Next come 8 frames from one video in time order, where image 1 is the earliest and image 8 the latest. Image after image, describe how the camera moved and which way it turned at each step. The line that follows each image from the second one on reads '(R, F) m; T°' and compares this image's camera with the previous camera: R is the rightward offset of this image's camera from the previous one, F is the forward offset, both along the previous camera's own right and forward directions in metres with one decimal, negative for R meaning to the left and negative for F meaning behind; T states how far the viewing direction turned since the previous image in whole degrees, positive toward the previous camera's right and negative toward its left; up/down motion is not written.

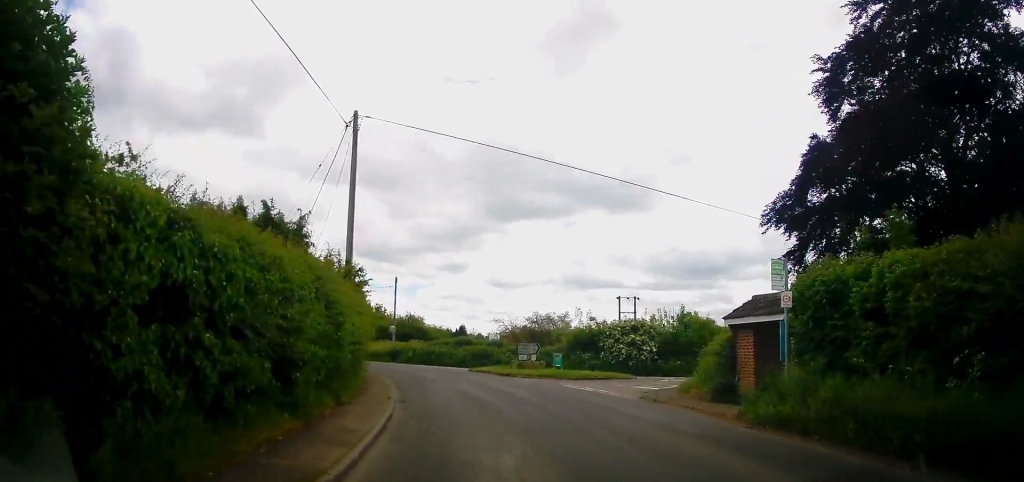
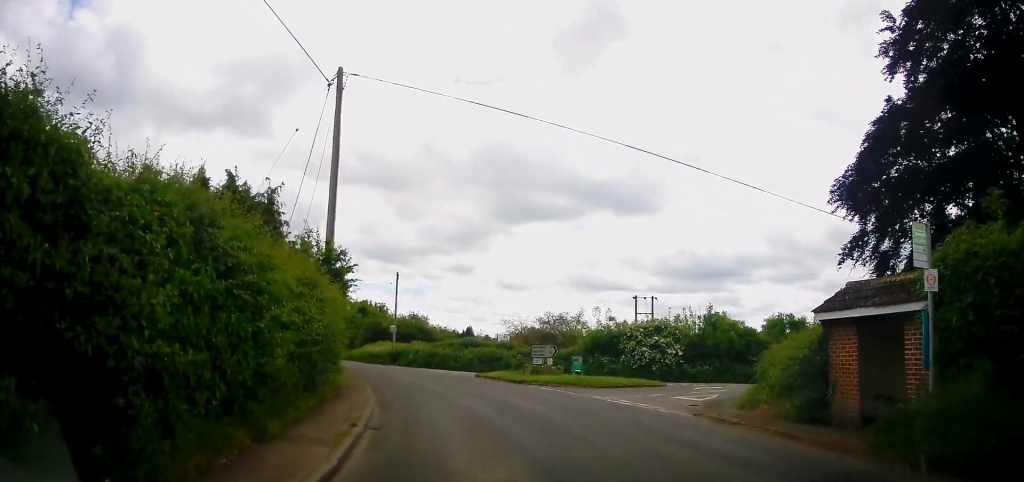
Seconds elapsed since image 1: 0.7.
(-0.1, +4.0) m; -1°
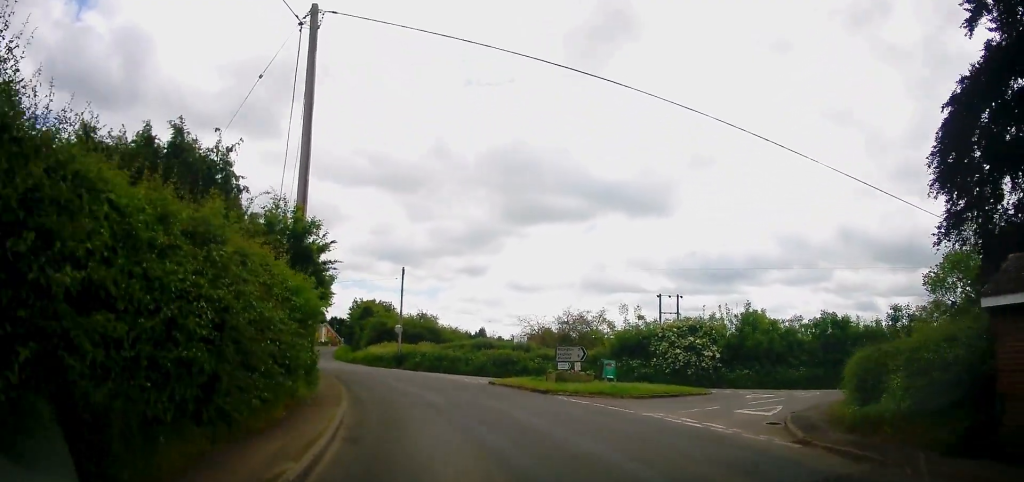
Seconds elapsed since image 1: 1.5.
(0.0, +4.3) m; +1°
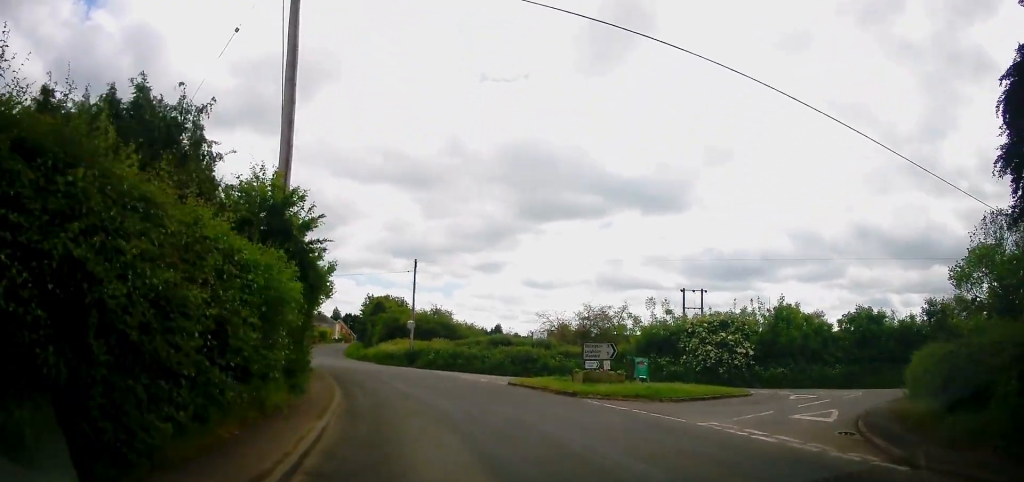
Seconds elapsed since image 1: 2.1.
(+0.1, +2.4) m; 0°
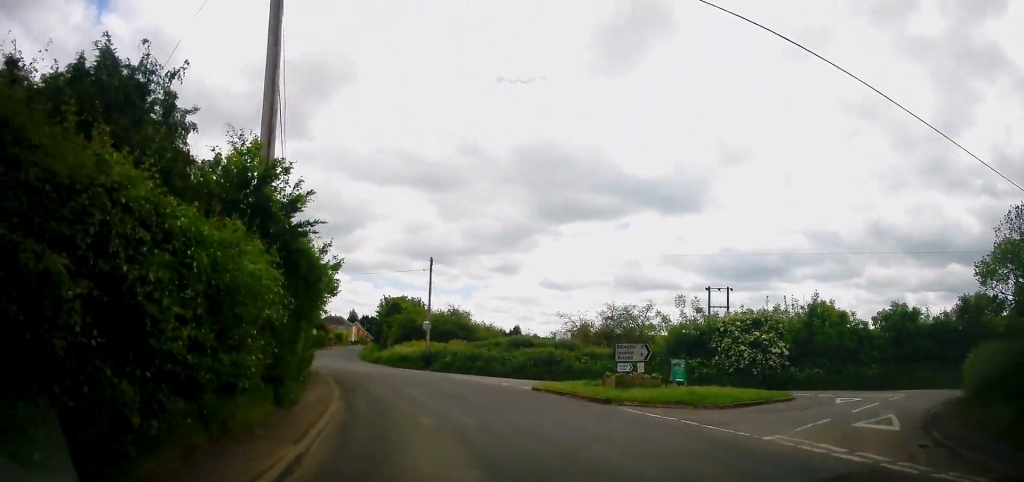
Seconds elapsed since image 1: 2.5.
(+0.1, +2.1) m; 0°
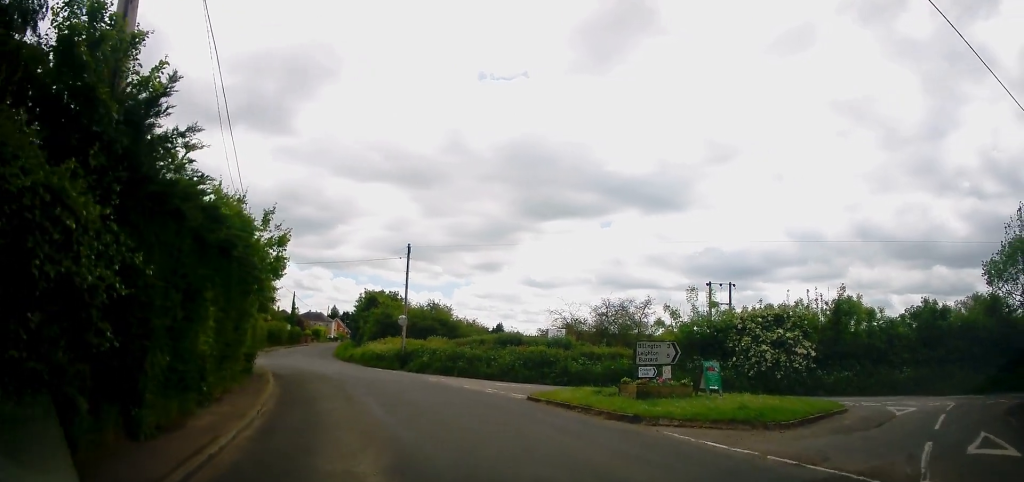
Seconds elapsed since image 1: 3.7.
(-0.1, +4.3) m; +3°
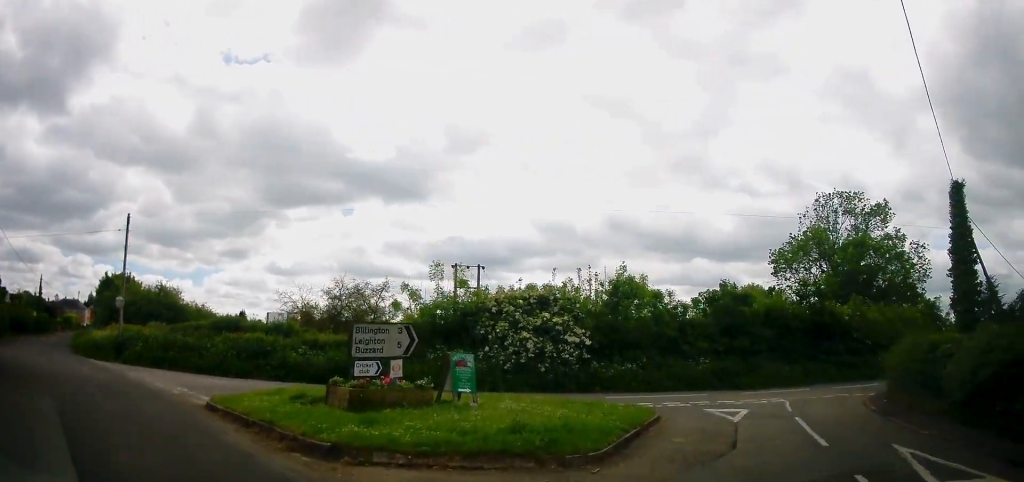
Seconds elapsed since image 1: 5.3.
(+0.7, +4.7) m; +26°
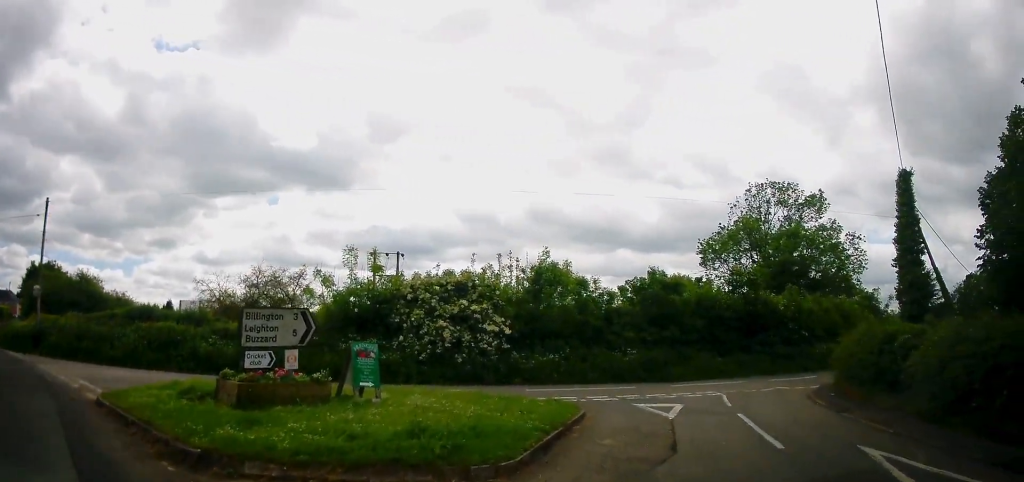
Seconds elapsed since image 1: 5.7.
(+0.1, +1.2) m; +8°
